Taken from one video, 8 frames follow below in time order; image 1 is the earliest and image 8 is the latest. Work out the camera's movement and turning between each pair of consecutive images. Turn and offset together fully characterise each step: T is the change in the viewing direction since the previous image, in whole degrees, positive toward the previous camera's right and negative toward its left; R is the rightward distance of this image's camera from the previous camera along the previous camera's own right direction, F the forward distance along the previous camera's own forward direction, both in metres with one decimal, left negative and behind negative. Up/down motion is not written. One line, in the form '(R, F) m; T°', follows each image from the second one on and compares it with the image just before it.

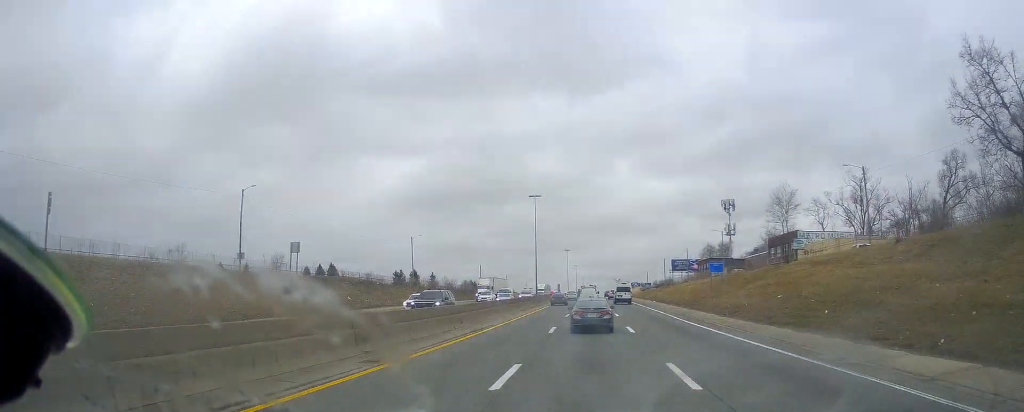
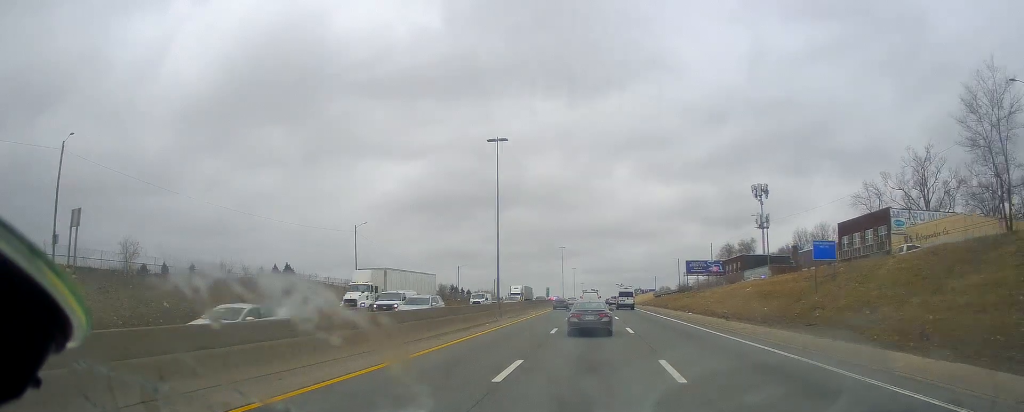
(-0.4, +30.0) m; 0°
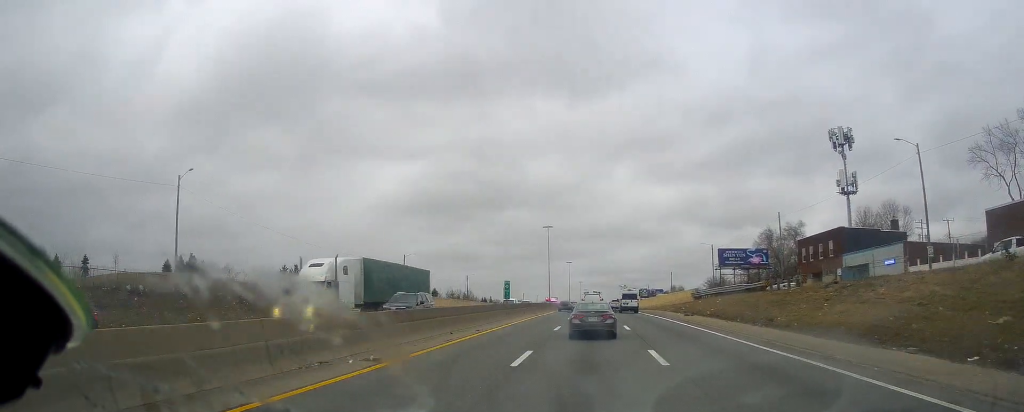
(+0.5, +43.6) m; 0°
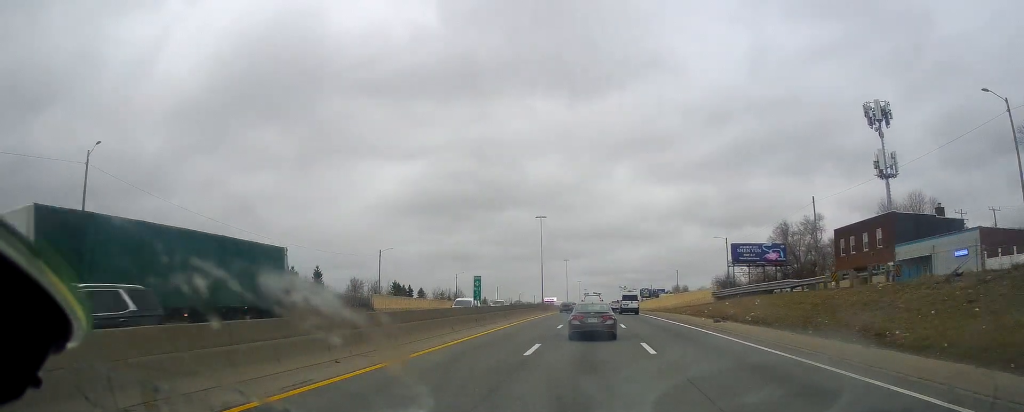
(-0.3, +12.3) m; 0°
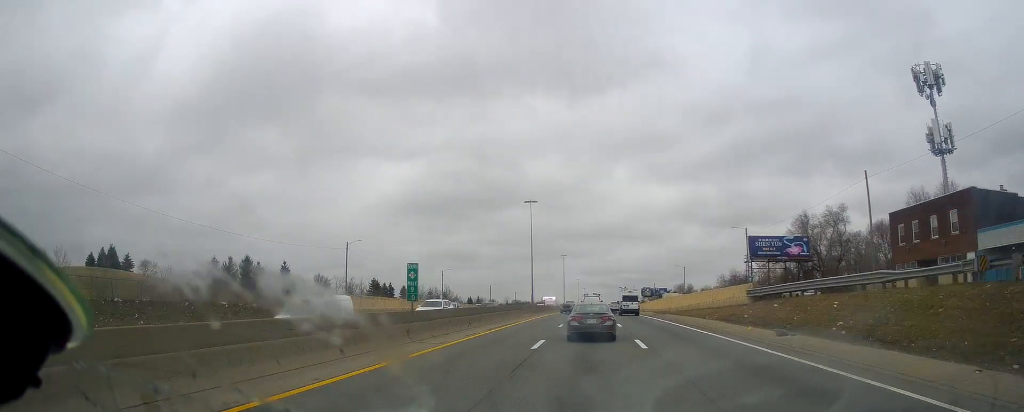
(-0.1, +13.1) m; 0°
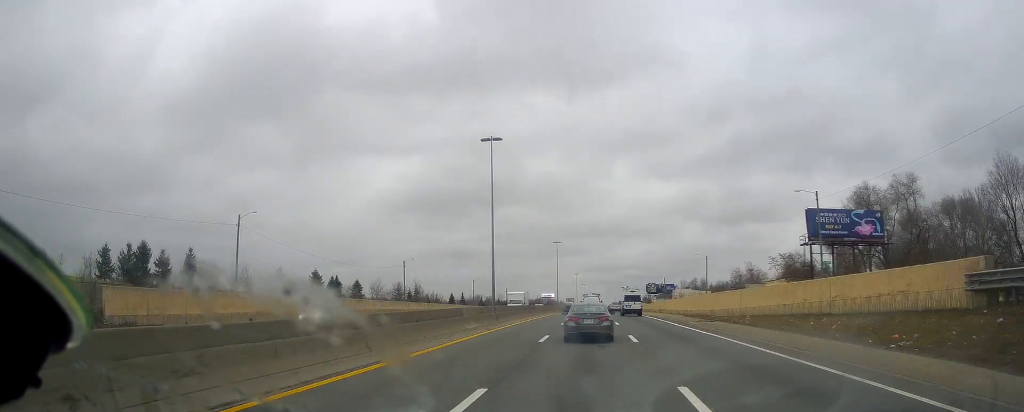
(+0.3, +27.6) m; 0°
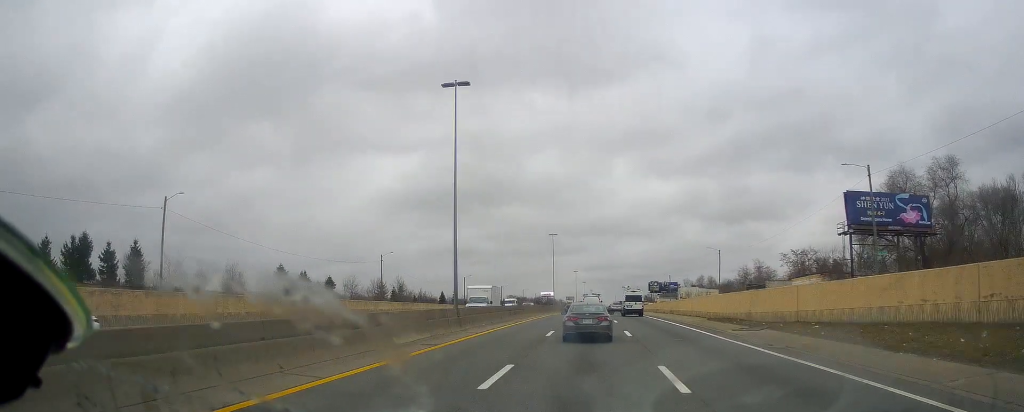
(-0.2, +11.7) m; 0°
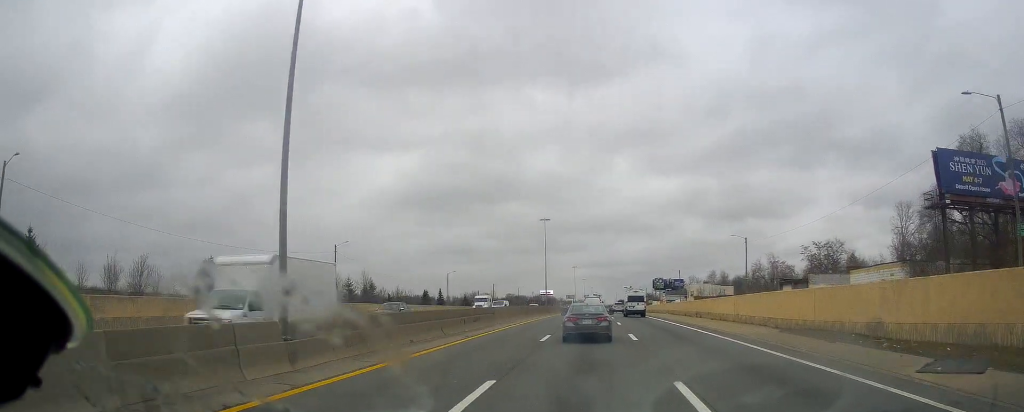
(0.0, +17.9) m; 0°
